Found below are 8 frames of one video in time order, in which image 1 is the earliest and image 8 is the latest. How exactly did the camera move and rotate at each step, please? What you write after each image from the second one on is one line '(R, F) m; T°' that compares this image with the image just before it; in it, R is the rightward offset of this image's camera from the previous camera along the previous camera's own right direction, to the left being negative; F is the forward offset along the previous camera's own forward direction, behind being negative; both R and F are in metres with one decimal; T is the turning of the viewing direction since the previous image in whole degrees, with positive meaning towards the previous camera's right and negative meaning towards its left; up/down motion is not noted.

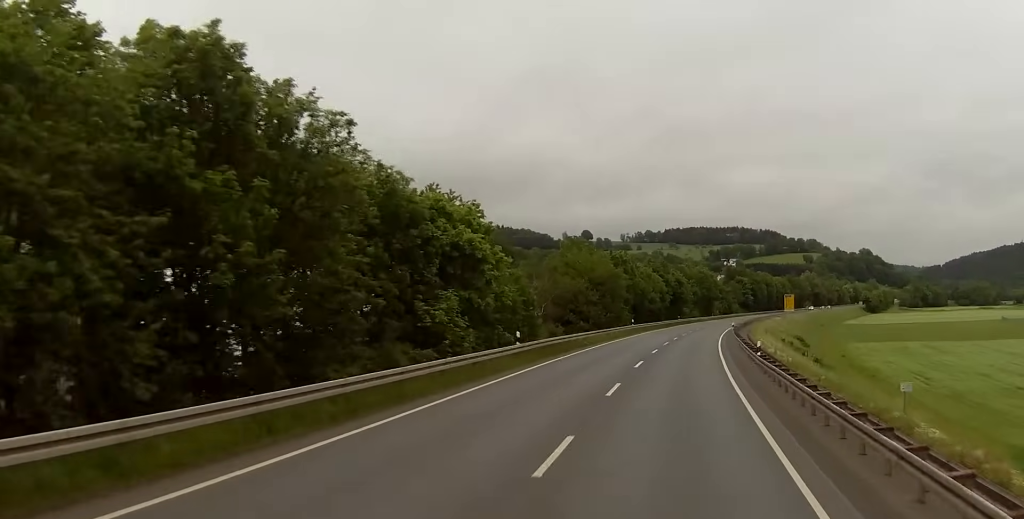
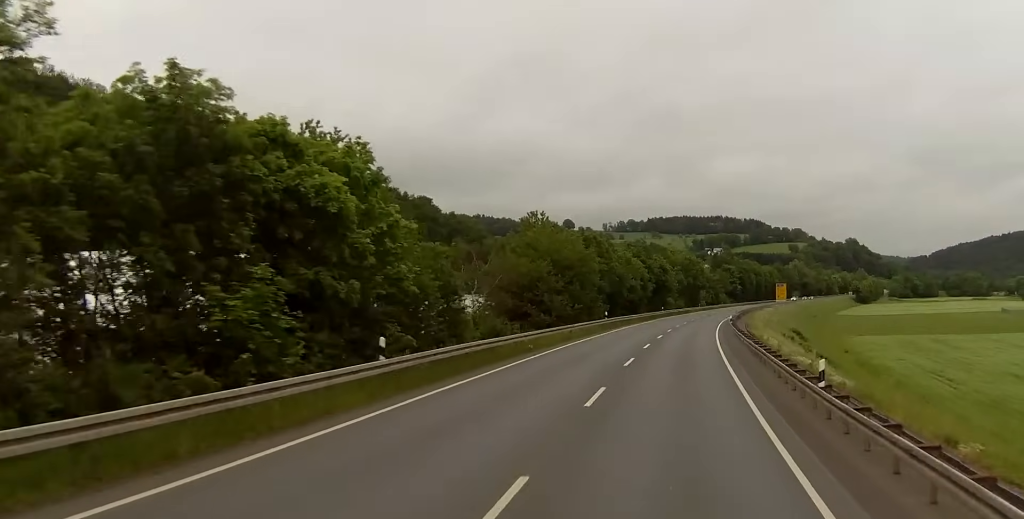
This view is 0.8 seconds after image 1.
(0.0, +16.9) m; 0°
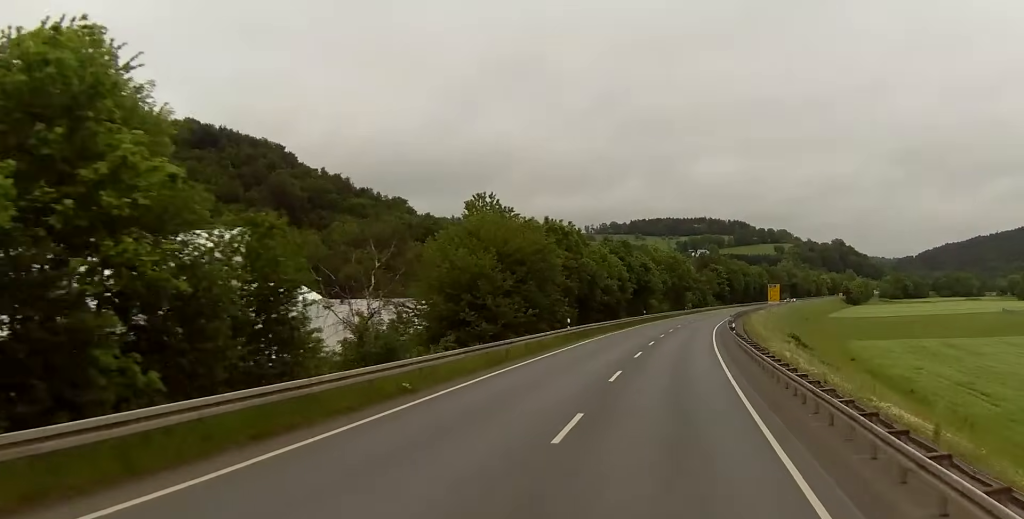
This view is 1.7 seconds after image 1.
(0.0, +16.9) m; 0°
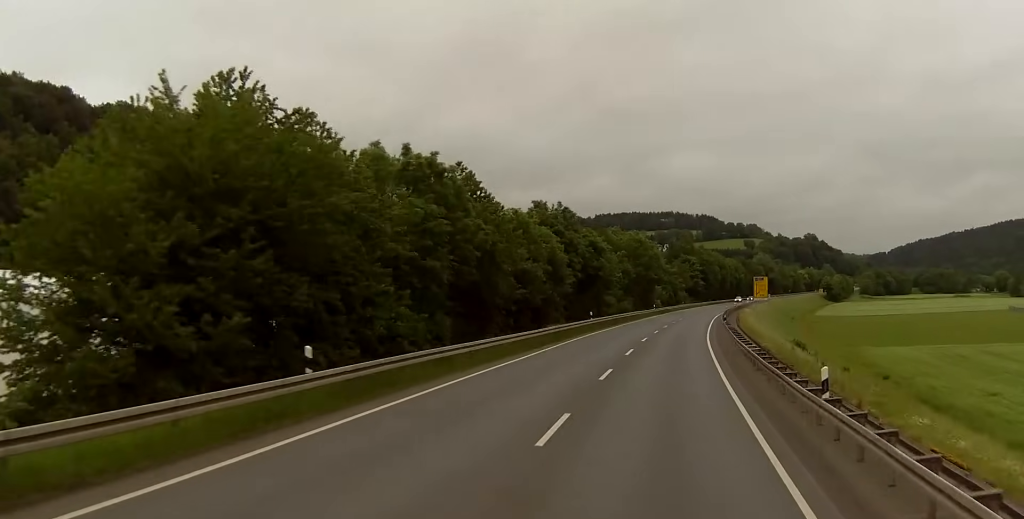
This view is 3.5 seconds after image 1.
(+0.9, +36.3) m; +4°
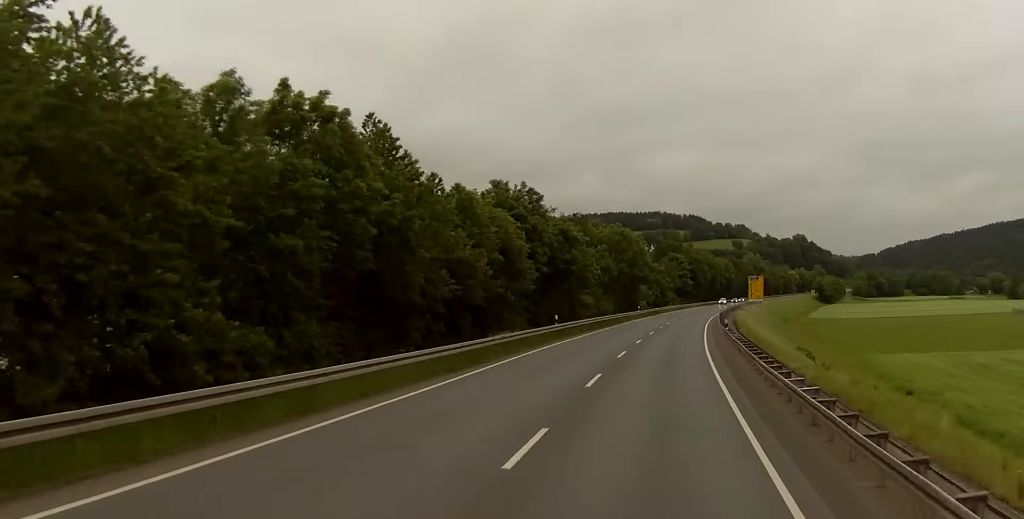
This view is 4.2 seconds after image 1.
(+0.3, +14.1) m; 0°
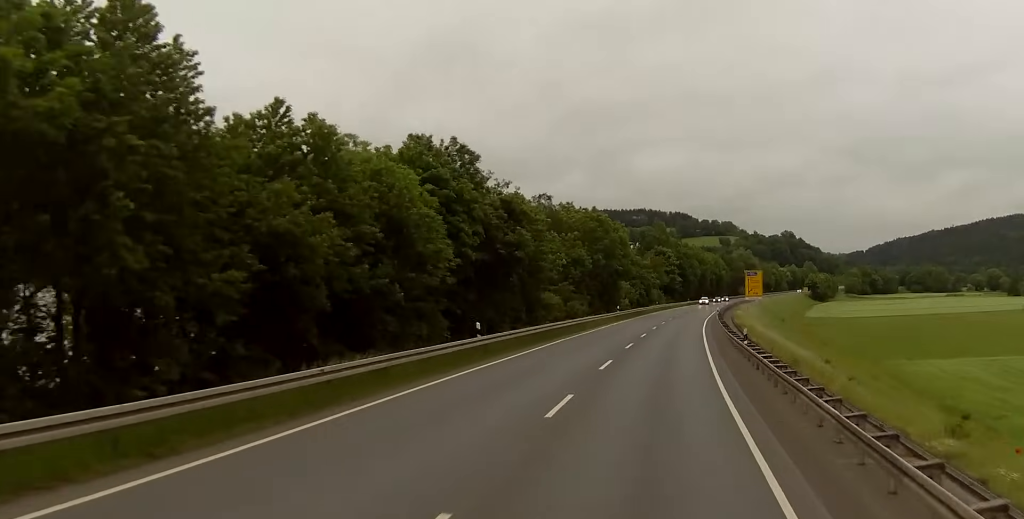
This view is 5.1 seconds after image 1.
(0.0, +18.7) m; 0°
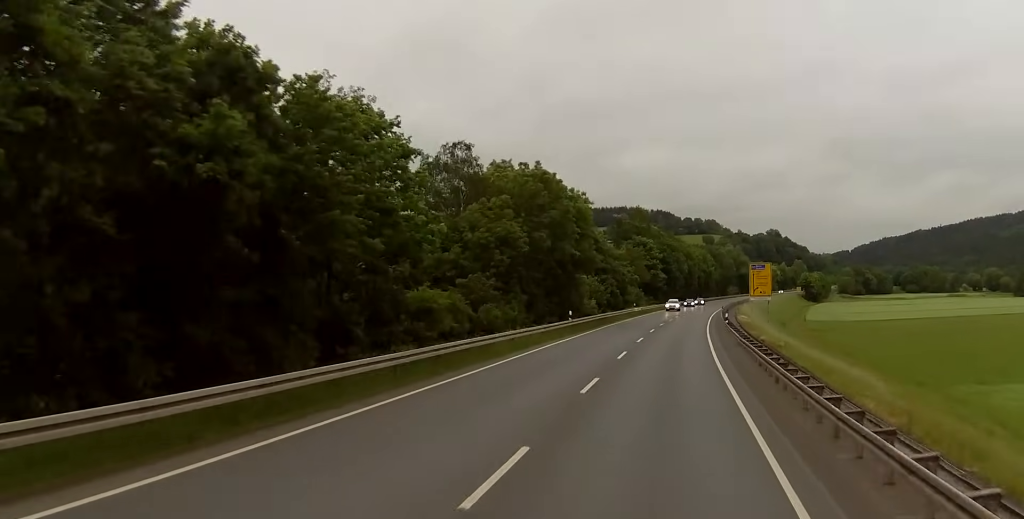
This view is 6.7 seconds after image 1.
(+0.4, +31.5) m; +3°
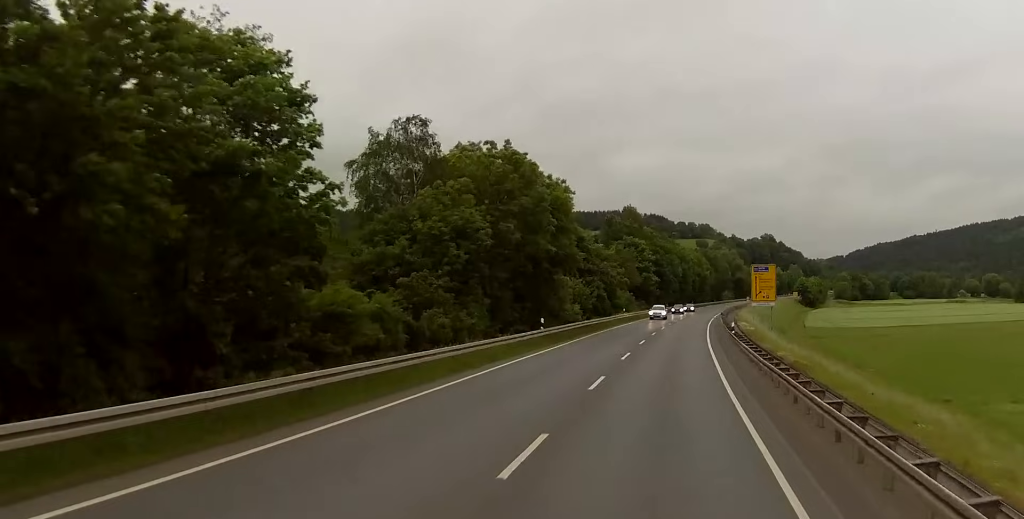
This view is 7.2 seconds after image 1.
(+0.2, +10.1) m; 0°
